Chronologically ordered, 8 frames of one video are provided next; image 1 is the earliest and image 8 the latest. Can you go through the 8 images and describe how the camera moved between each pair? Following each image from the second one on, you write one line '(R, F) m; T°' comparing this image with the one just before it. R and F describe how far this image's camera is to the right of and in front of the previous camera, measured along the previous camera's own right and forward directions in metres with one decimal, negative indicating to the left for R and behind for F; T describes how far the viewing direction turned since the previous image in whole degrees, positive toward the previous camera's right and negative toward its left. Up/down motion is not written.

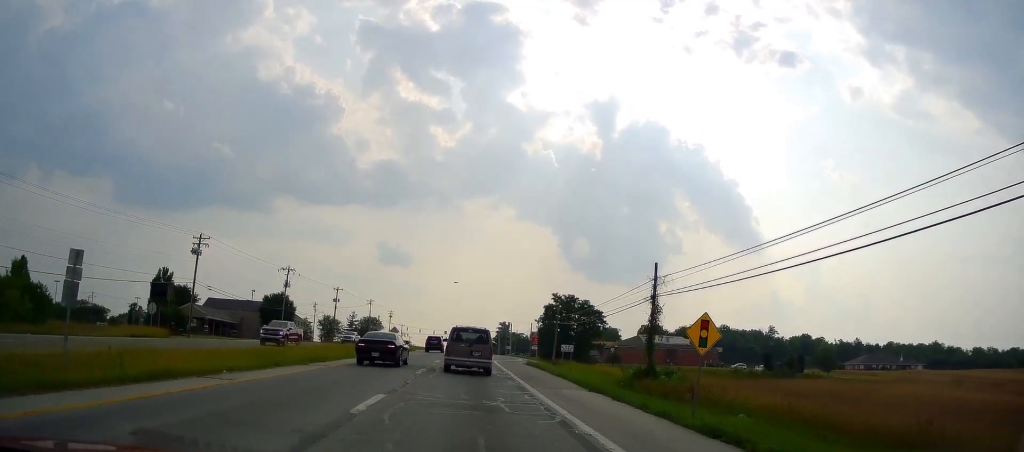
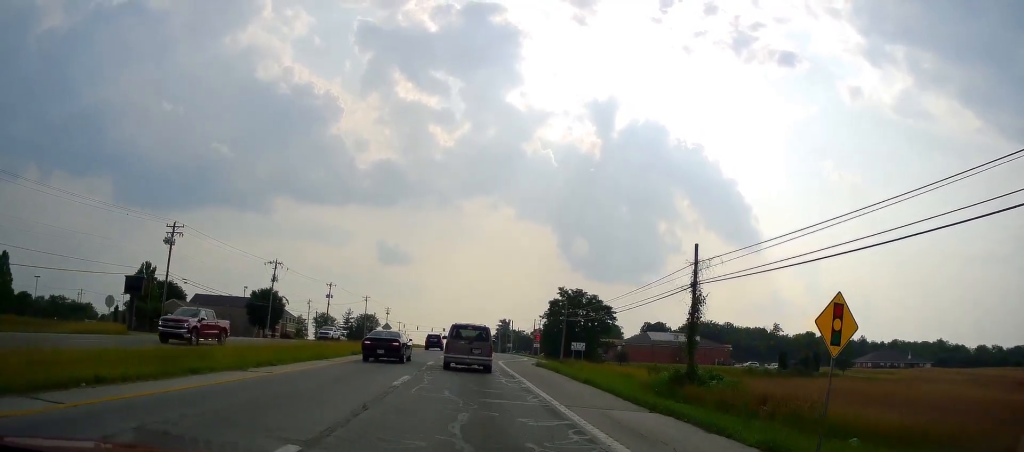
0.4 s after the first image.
(-0.2, +6.8) m; 0°
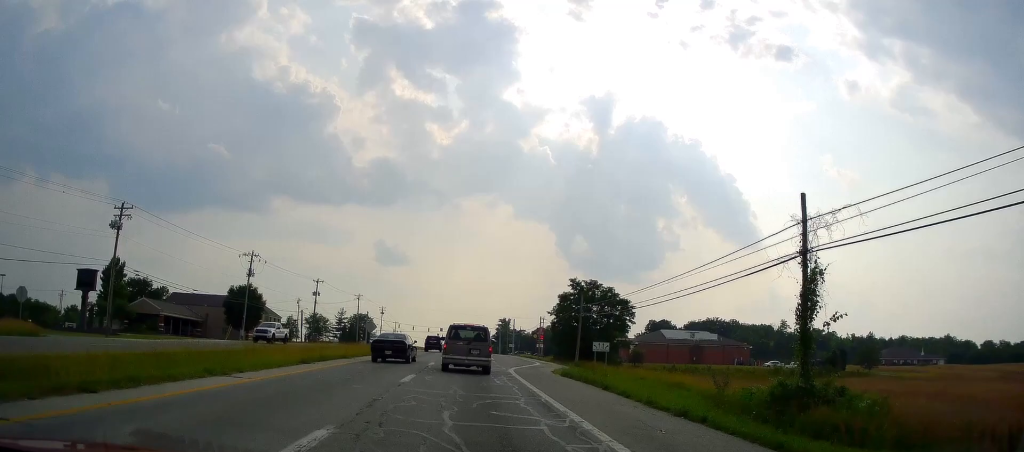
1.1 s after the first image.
(+0.1, +10.3) m; 0°
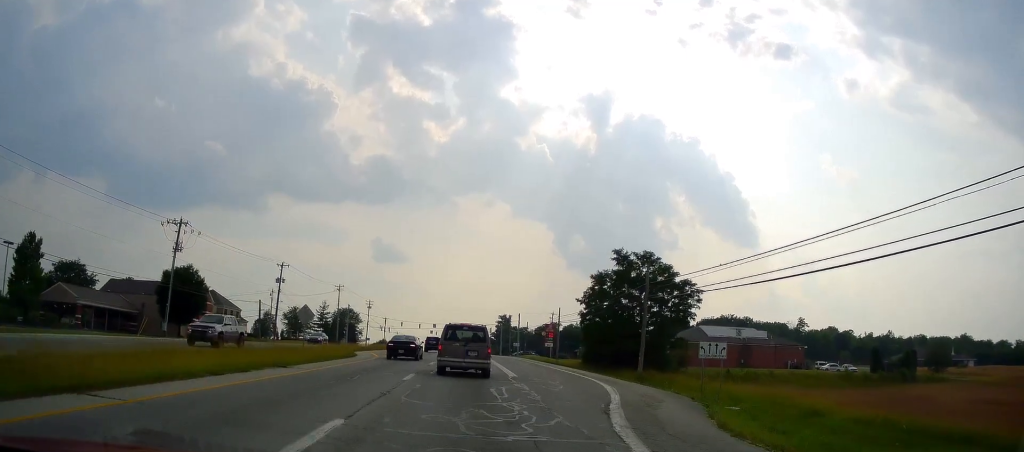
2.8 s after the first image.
(0.0, +23.0) m; 0°
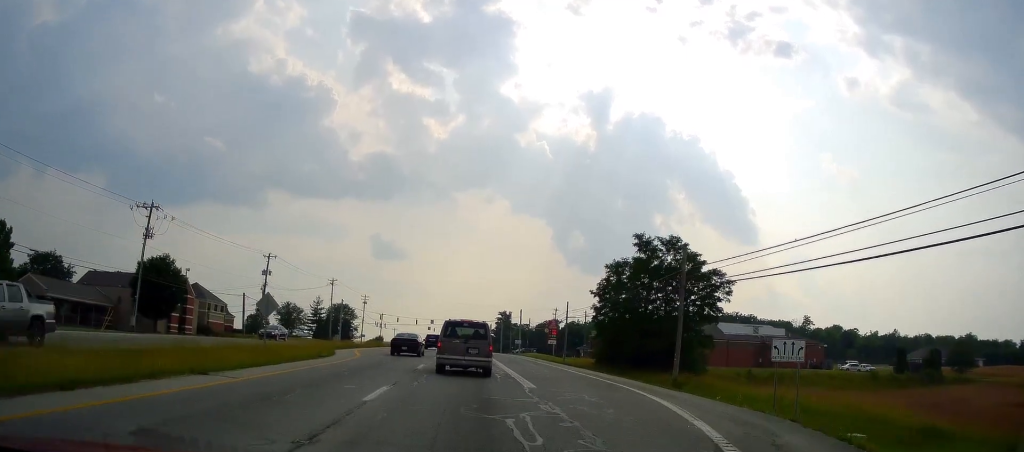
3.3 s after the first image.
(0.0, +6.8) m; 0°
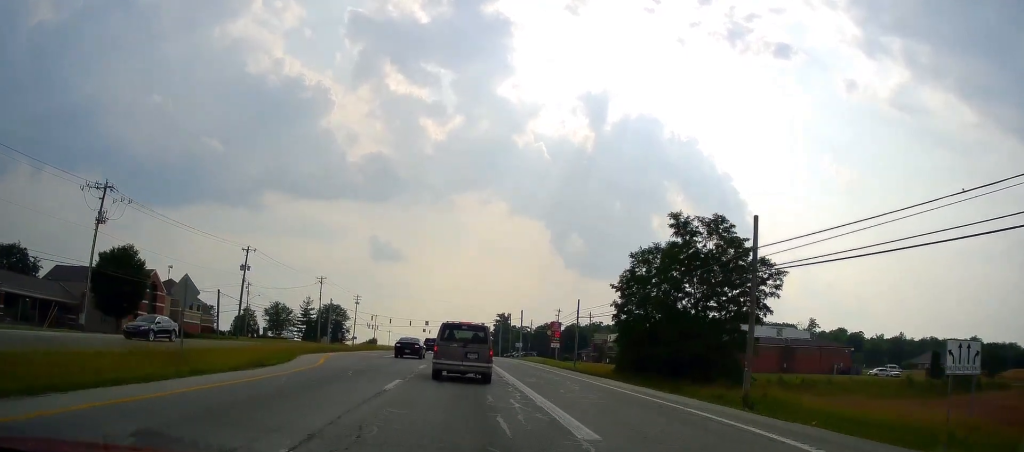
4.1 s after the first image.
(0.0, +8.7) m; -2°
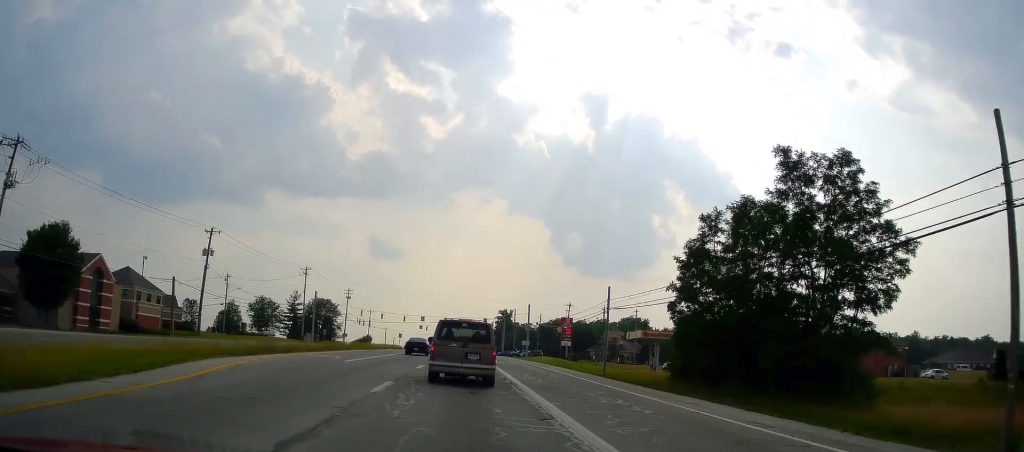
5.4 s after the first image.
(-0.5, +14.1) m; -1°
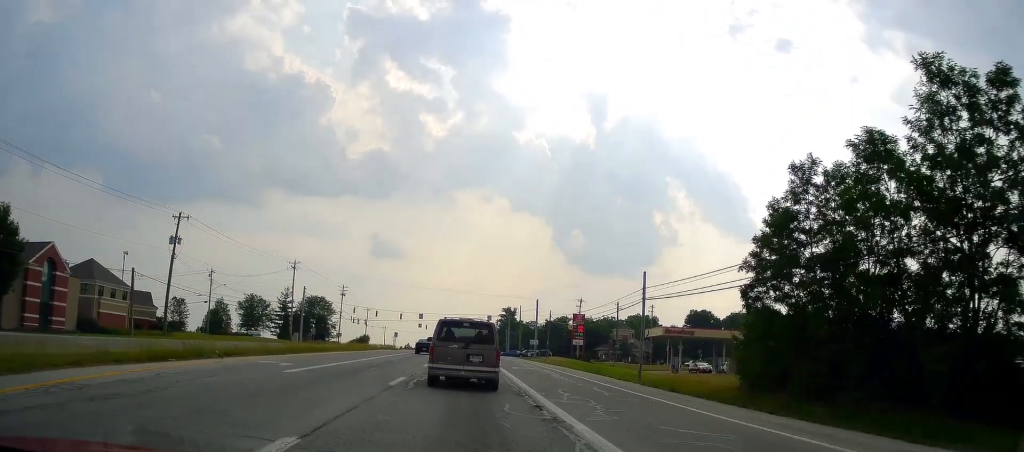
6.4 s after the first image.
(+0.4, +10.3) m; +3°
